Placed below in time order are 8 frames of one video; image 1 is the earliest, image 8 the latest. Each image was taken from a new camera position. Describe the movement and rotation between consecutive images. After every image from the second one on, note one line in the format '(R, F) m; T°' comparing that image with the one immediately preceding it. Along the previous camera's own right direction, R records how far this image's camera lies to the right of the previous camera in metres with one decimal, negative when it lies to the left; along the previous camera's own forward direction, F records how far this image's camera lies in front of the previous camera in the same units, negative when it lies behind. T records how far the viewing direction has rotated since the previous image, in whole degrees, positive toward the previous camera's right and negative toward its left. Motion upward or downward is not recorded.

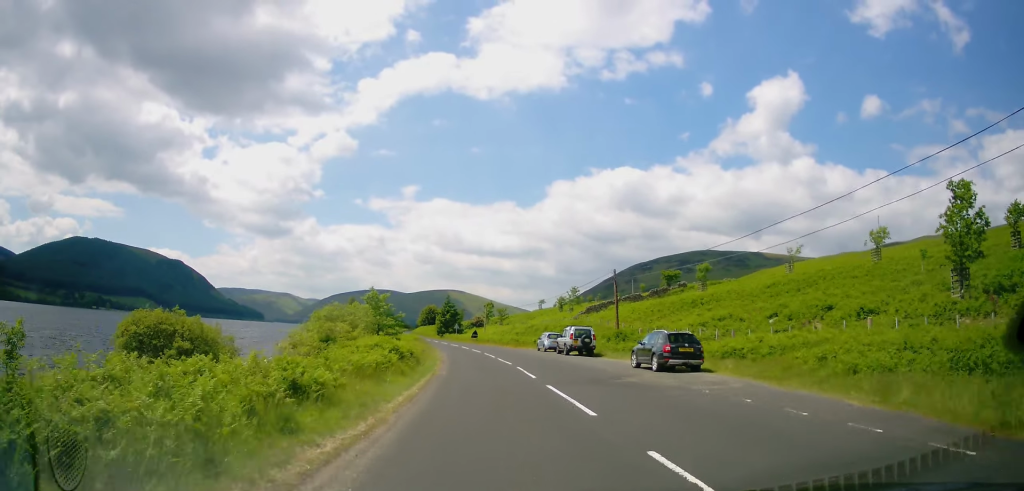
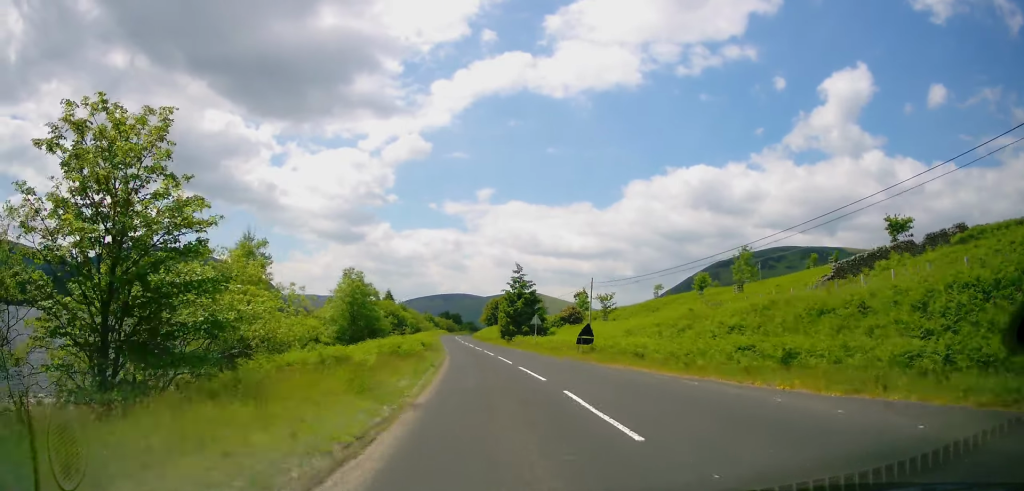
(-3.5, +49.4) m; -7°
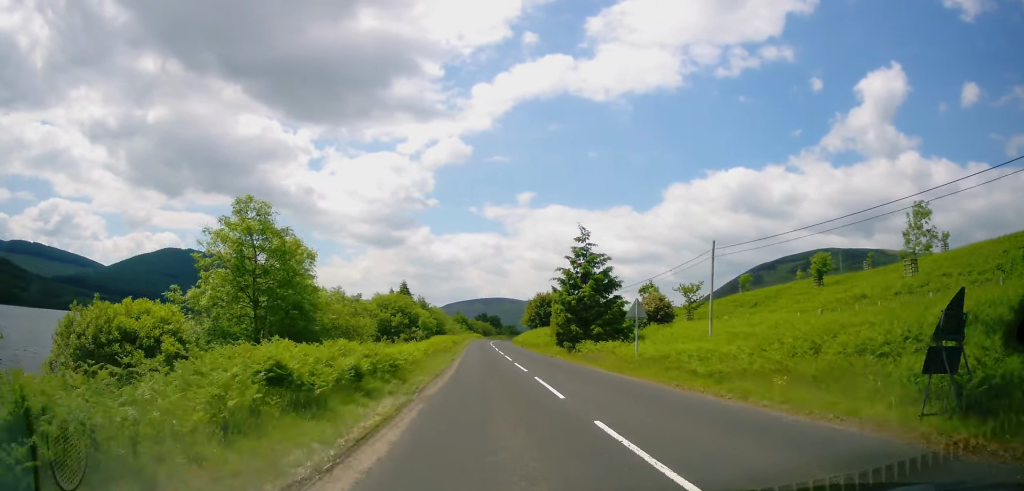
(-0.3, +22.5) m; -4°
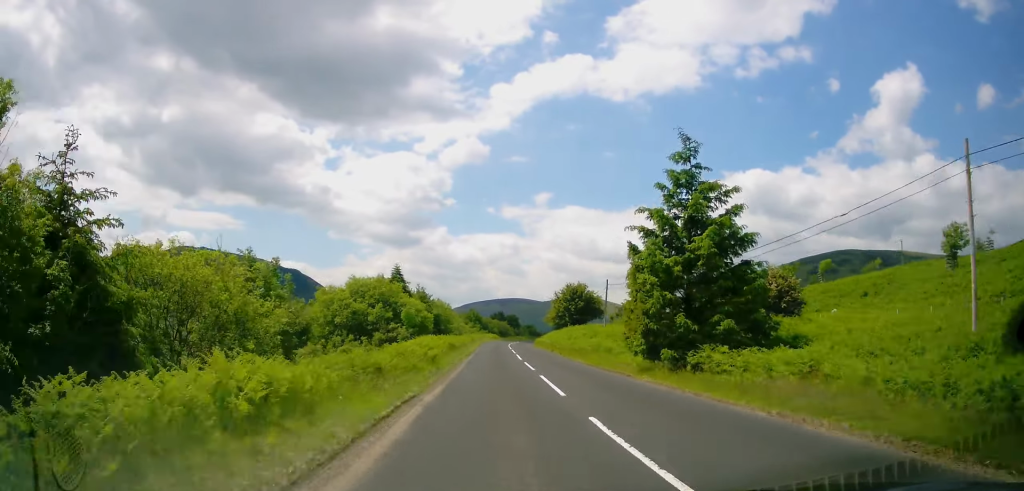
(-0.8, +18.2) m; -3°
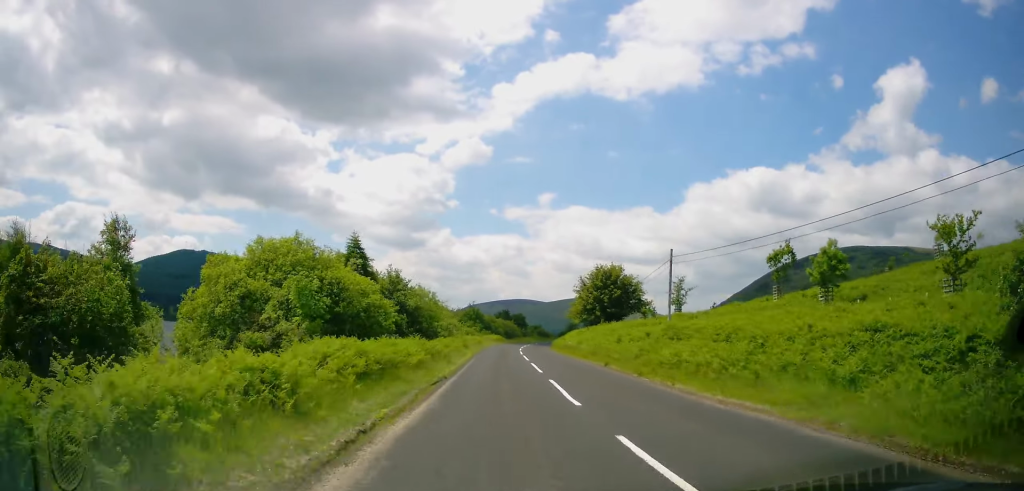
(0.0, +20.5) m; 0°
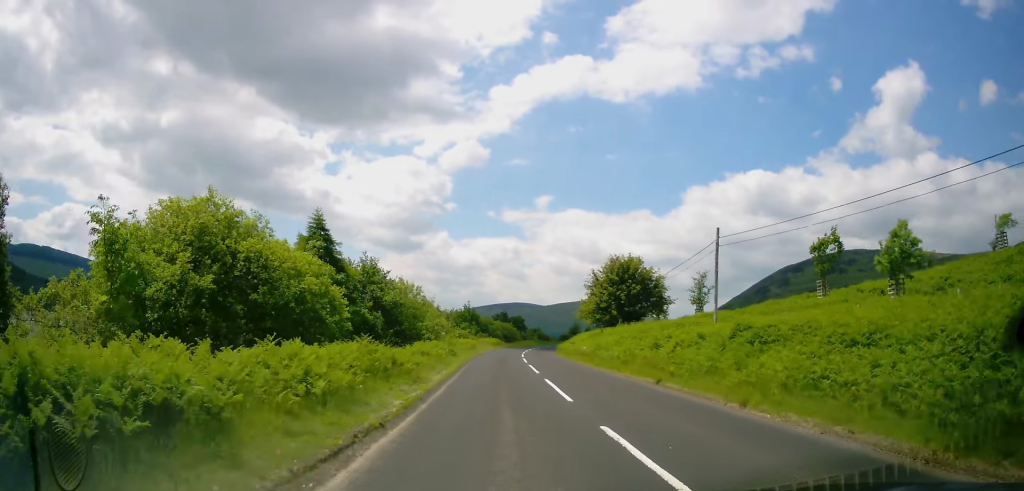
(-0.1, +8.8) m; 0°
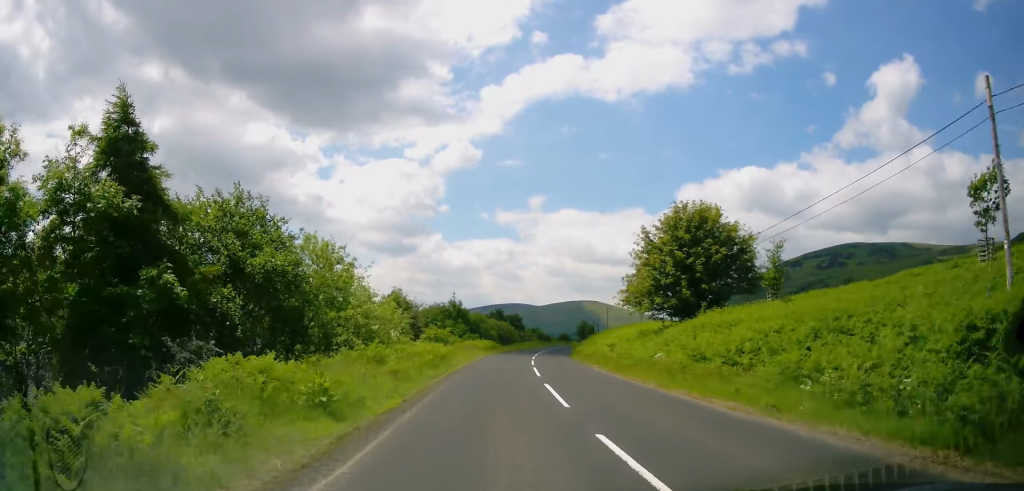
(+0.1, +19.8) m; +1°
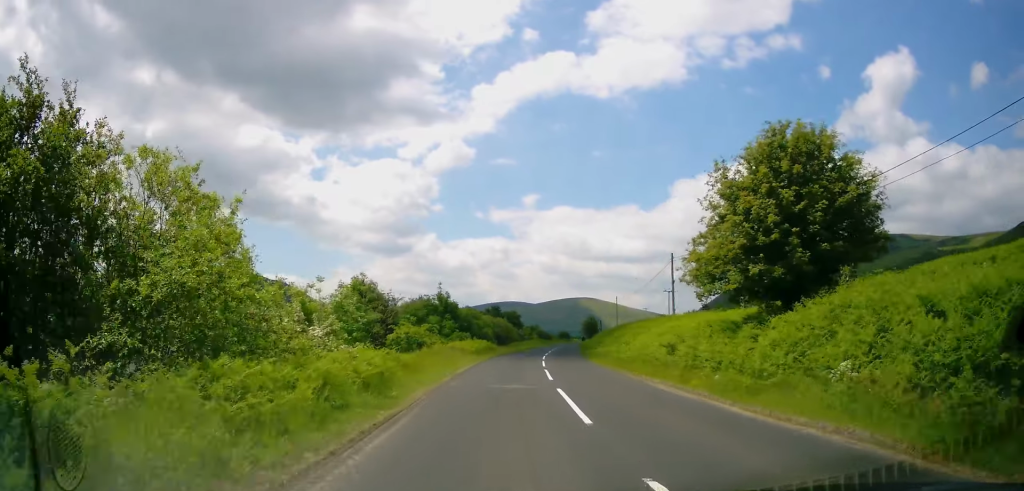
(0.0, +11.7) m; +1°
